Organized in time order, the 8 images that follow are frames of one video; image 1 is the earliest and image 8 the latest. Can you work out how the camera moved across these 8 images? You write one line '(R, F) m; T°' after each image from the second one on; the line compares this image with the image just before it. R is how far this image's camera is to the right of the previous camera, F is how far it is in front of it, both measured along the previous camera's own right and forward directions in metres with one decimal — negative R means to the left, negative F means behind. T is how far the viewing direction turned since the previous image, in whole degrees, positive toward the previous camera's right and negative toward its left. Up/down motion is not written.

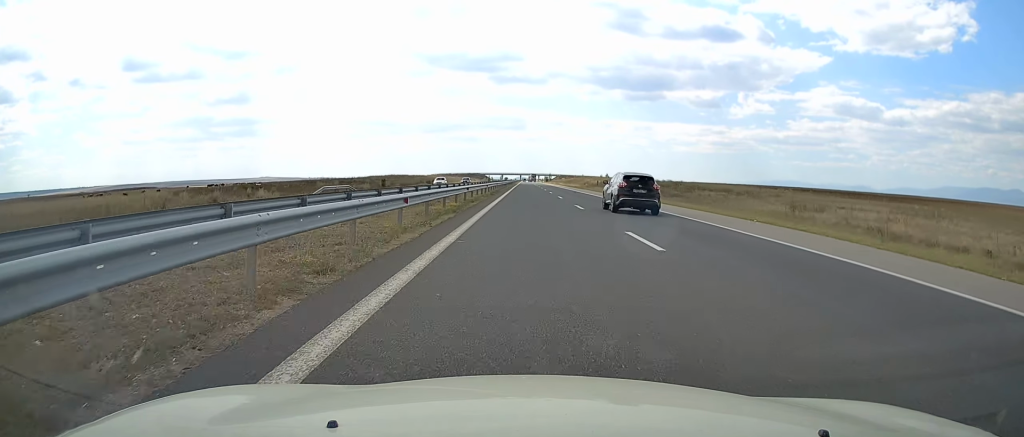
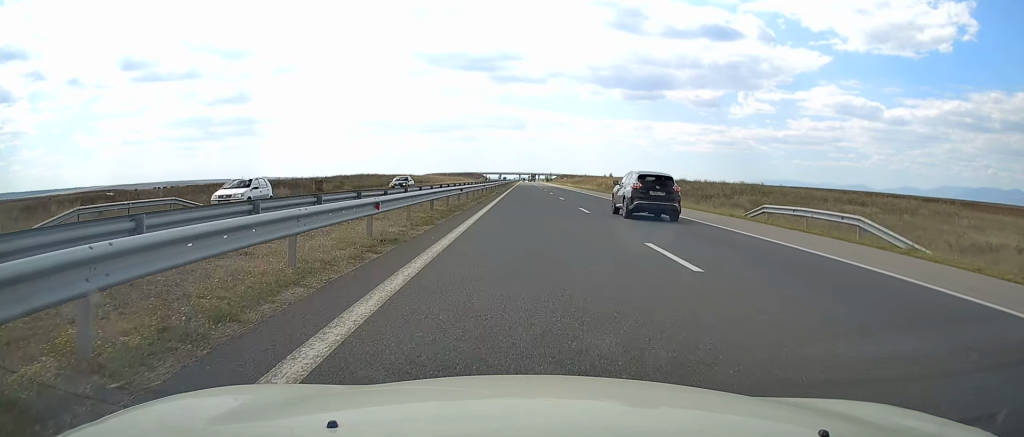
(0.0, +34.6) m; 0°
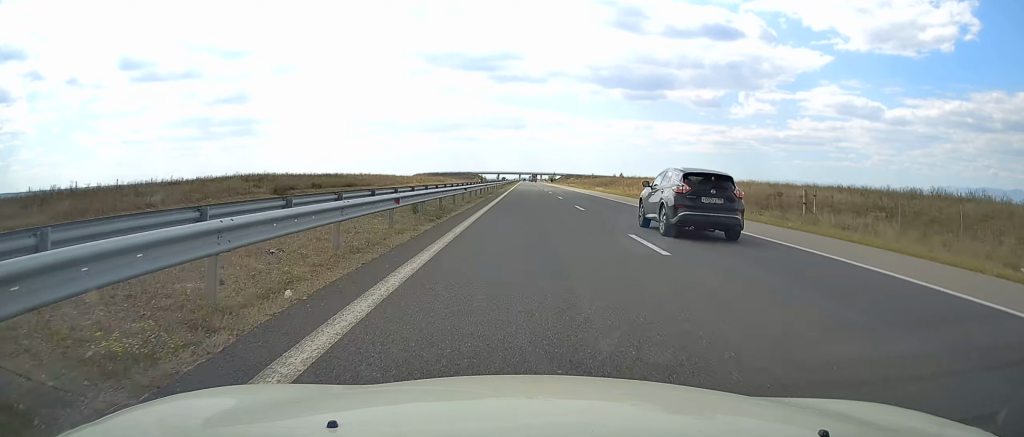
(-0.4, +61.8) m; 0°
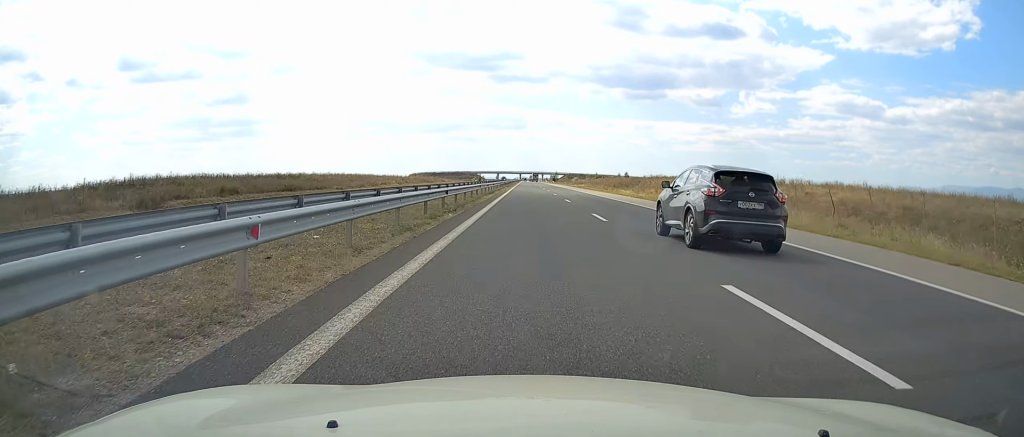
(+0.2, +23.2) m; 0°
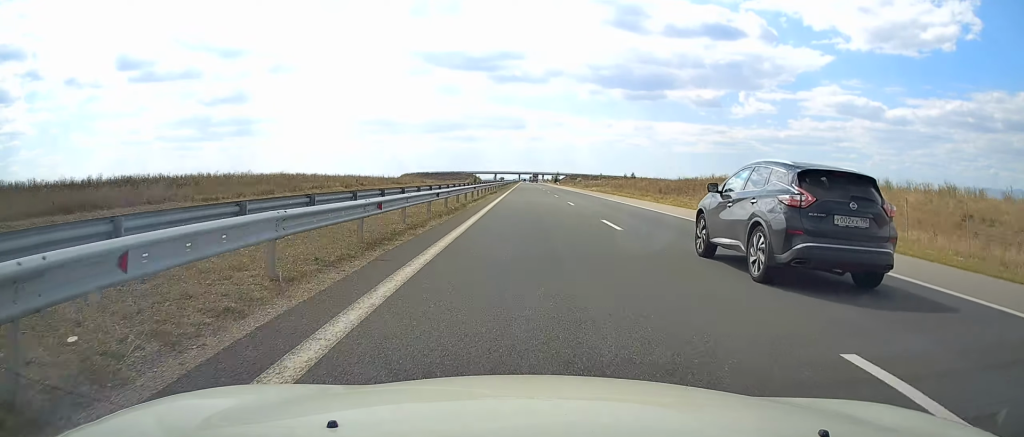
(+0.1, +35.0) m; 0°
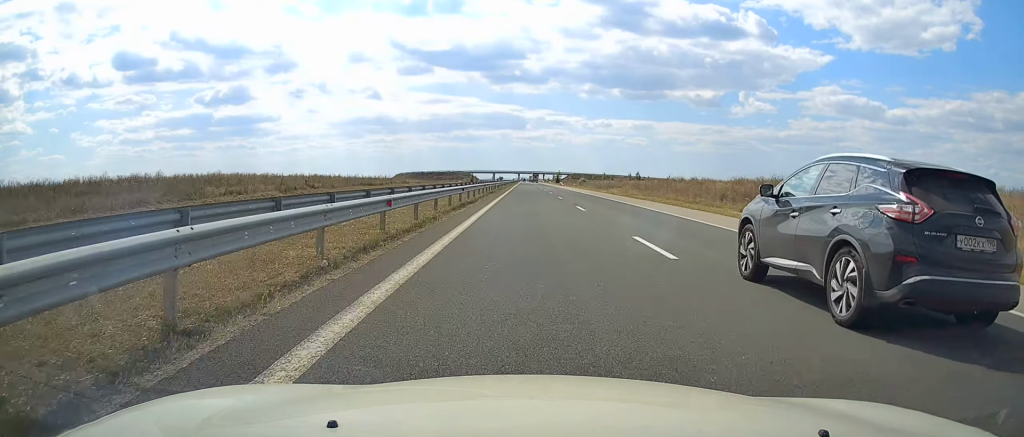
(0.0, +22.1) m; 0°
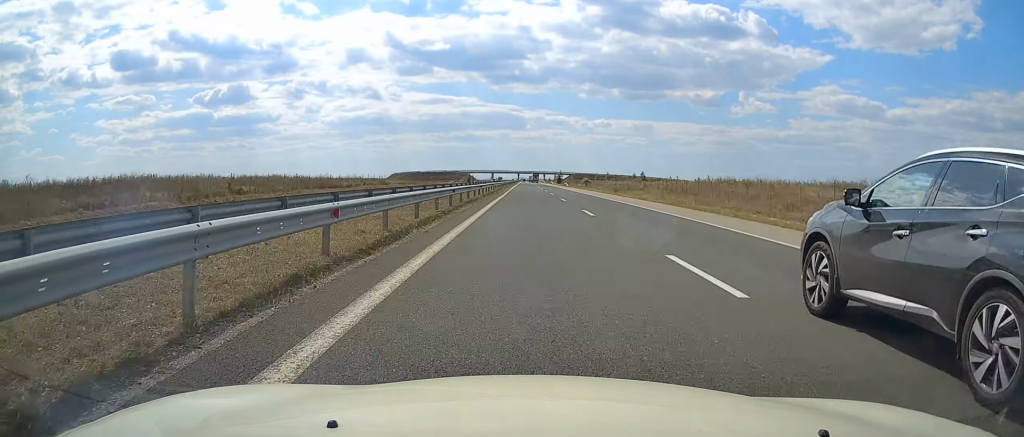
(0.0, +19.5) m; 0°
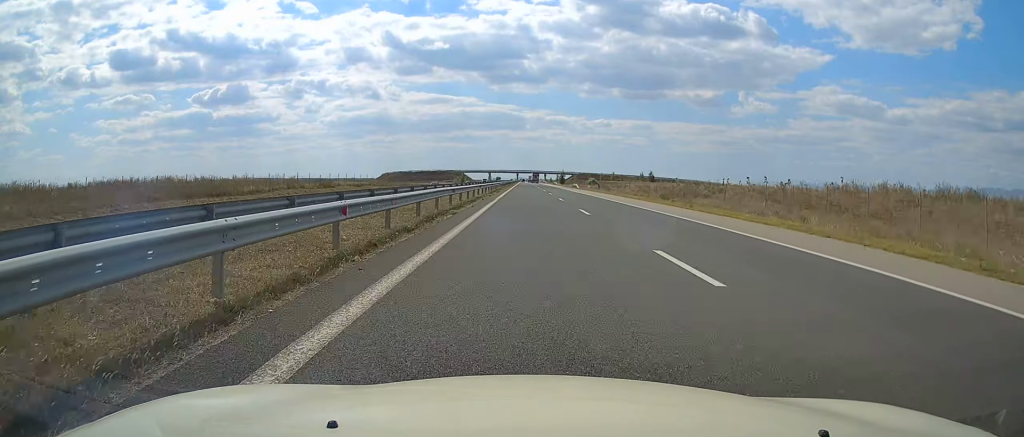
(0.0, +31.2) m; 0°
